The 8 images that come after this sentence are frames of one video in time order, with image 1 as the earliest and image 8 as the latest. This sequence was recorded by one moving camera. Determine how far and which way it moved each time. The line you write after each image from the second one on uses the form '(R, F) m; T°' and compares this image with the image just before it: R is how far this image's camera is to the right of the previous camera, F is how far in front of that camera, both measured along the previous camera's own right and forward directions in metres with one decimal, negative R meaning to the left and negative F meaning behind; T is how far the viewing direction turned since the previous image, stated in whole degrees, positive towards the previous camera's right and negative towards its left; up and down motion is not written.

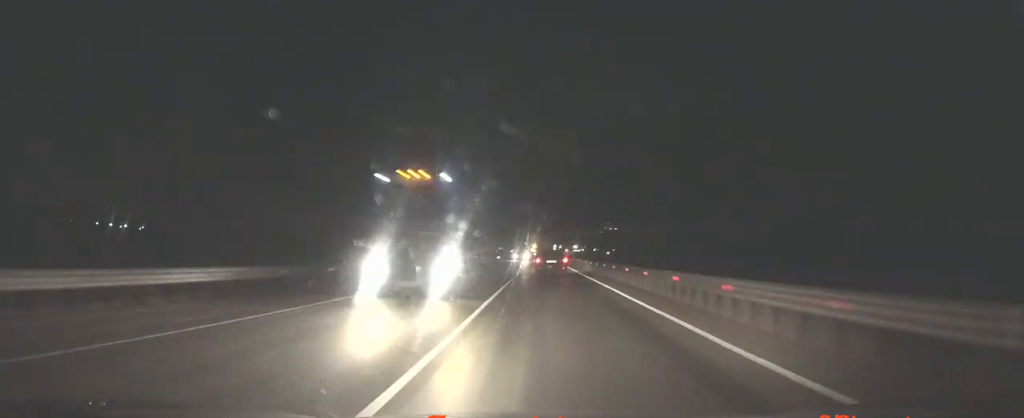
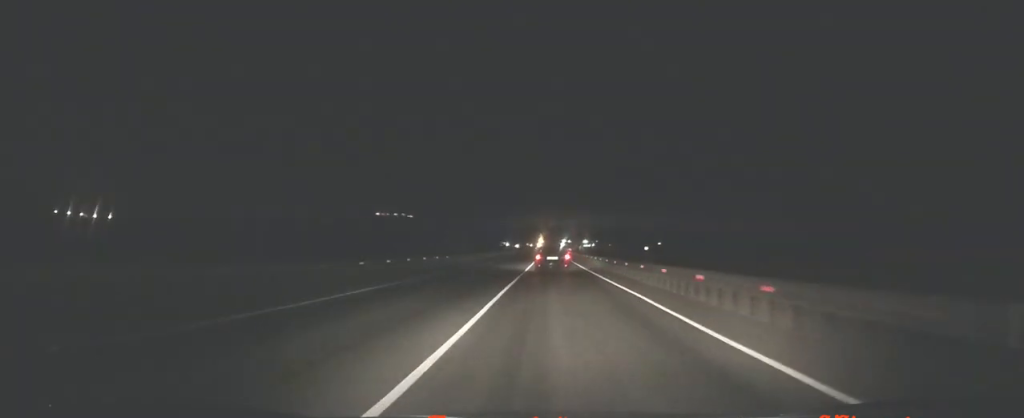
(-0.2, +63.7) m; 0°
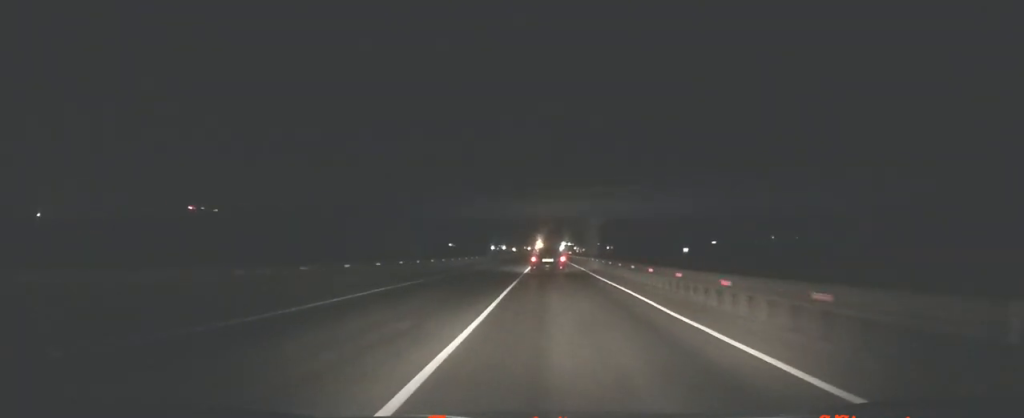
(0.0, +41.7) m; 0°
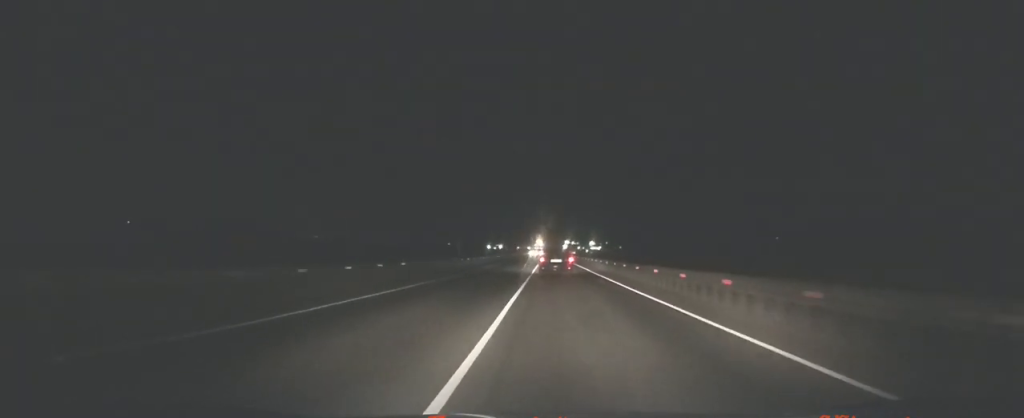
(+0.1, +75.3) m; 0°
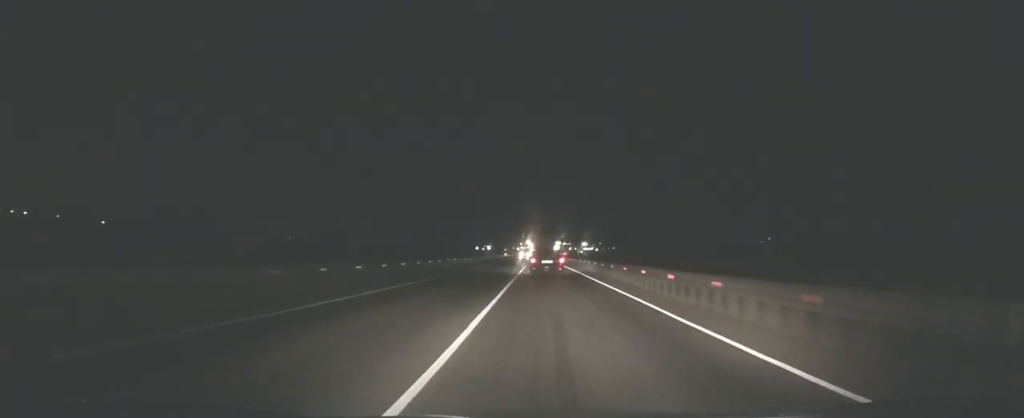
(0.0, +29.3) m; 0°
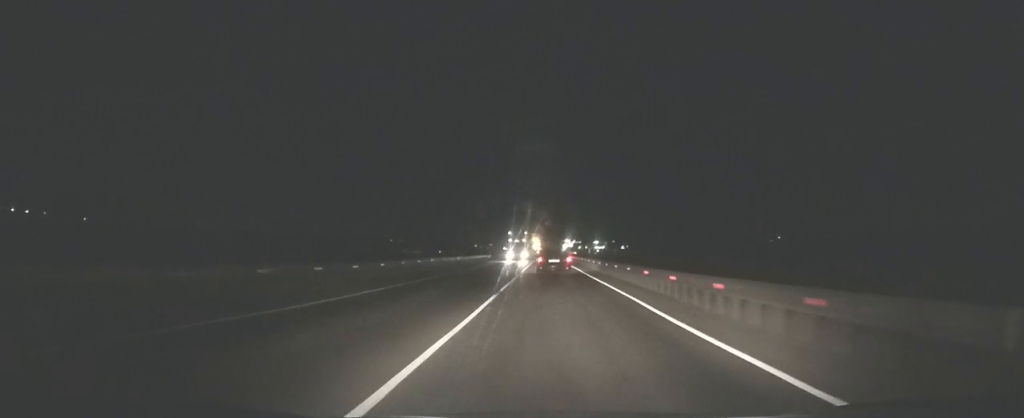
(0.0, +45.0) m; 0°
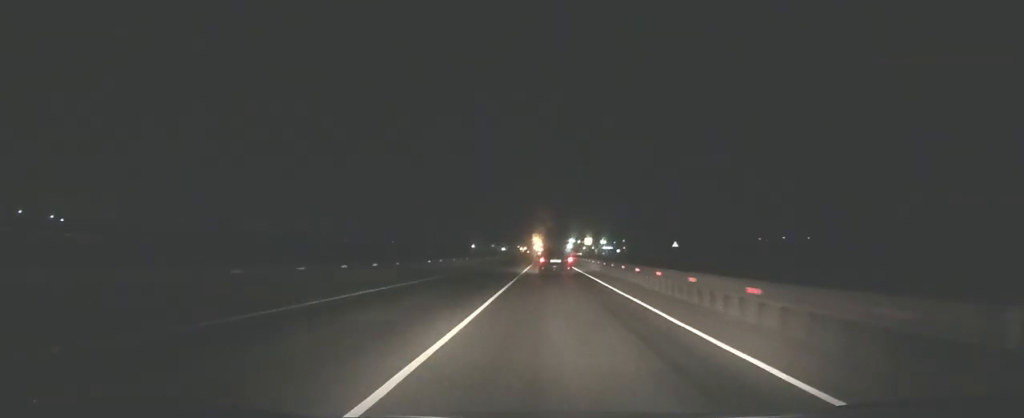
(+0.1, +53.8) m; 0°
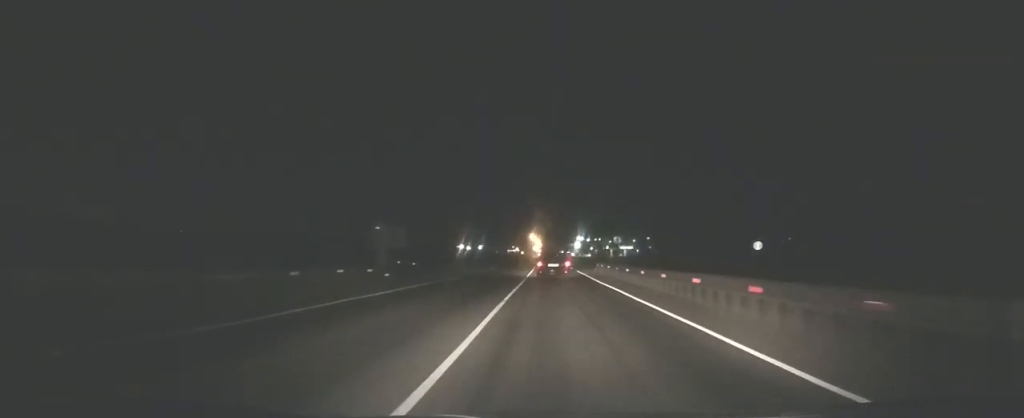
(+0.1, +100.9) m; 0°
